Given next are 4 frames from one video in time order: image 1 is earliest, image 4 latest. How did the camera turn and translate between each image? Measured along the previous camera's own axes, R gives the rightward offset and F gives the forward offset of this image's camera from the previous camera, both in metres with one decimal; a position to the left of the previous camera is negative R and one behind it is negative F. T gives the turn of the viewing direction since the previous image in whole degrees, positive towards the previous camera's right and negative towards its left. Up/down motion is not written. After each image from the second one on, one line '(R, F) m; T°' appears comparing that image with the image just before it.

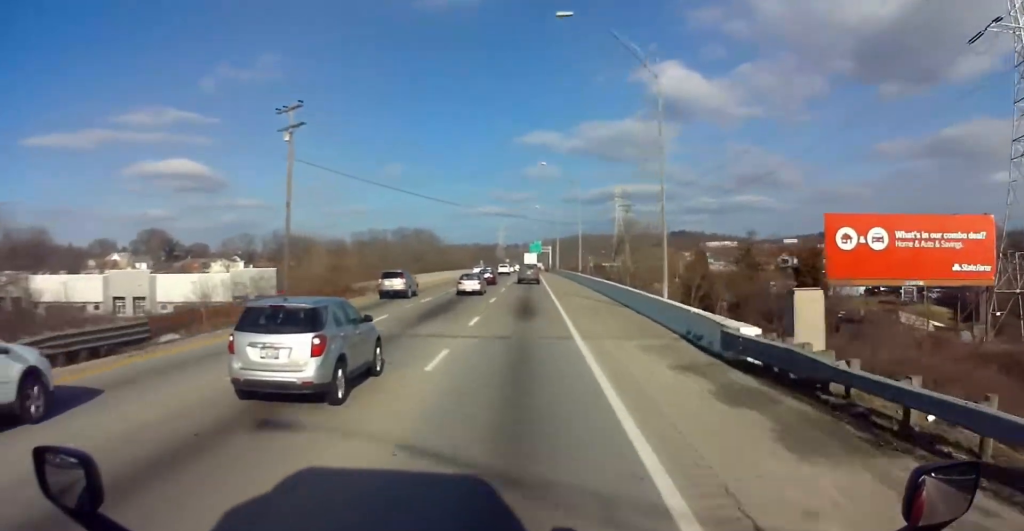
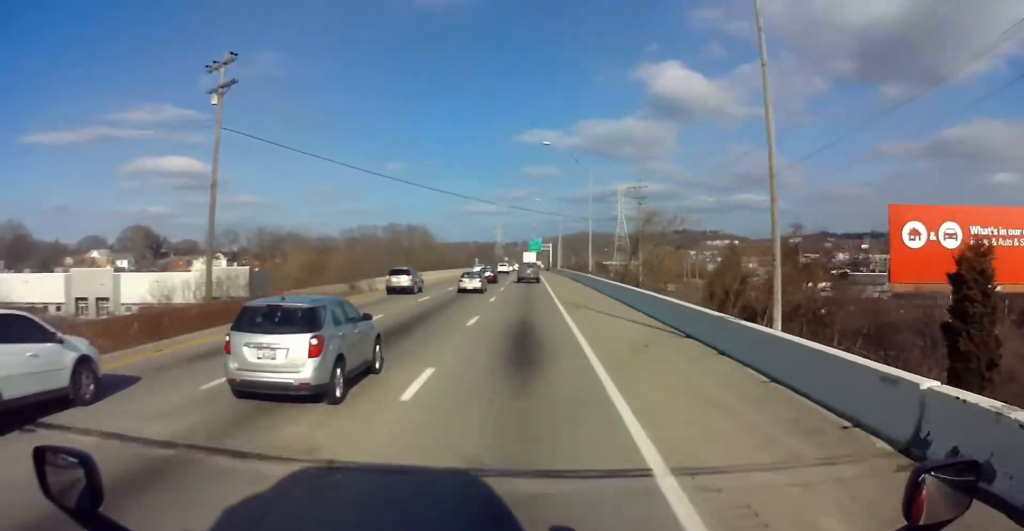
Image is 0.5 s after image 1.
(-0.1, +13.2) m; 0°
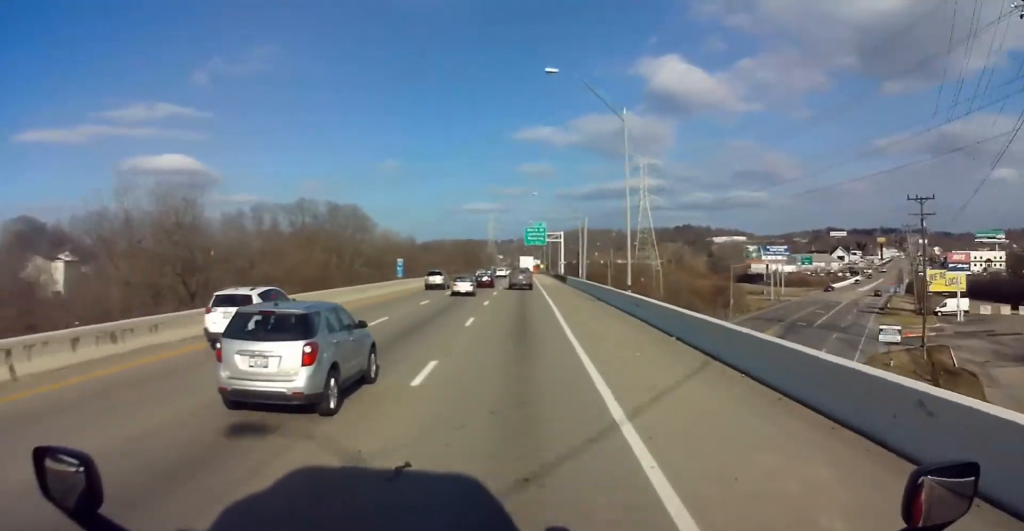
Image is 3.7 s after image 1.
(+0.3, +83.9) m; 0°
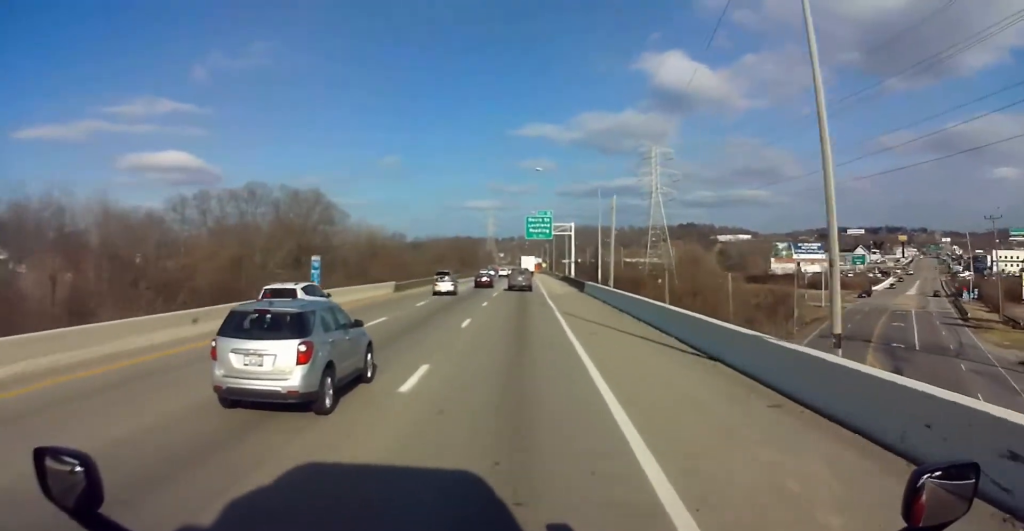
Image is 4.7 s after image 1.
(0.0, +25.0) m; 0°
